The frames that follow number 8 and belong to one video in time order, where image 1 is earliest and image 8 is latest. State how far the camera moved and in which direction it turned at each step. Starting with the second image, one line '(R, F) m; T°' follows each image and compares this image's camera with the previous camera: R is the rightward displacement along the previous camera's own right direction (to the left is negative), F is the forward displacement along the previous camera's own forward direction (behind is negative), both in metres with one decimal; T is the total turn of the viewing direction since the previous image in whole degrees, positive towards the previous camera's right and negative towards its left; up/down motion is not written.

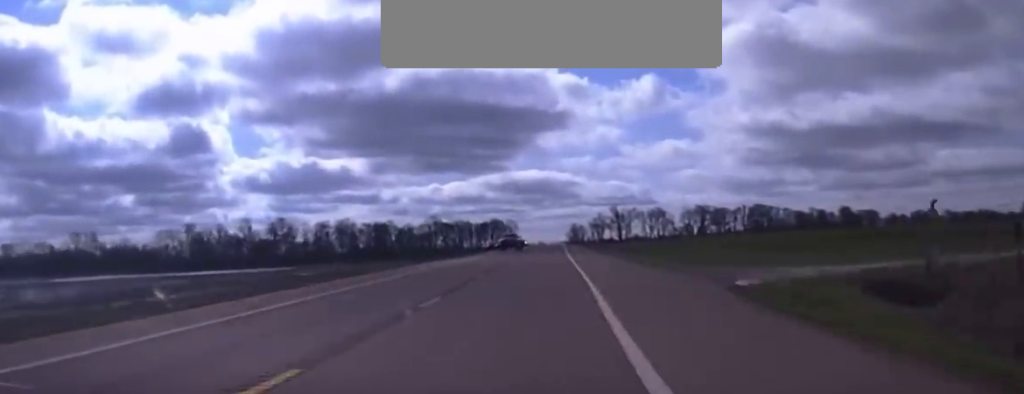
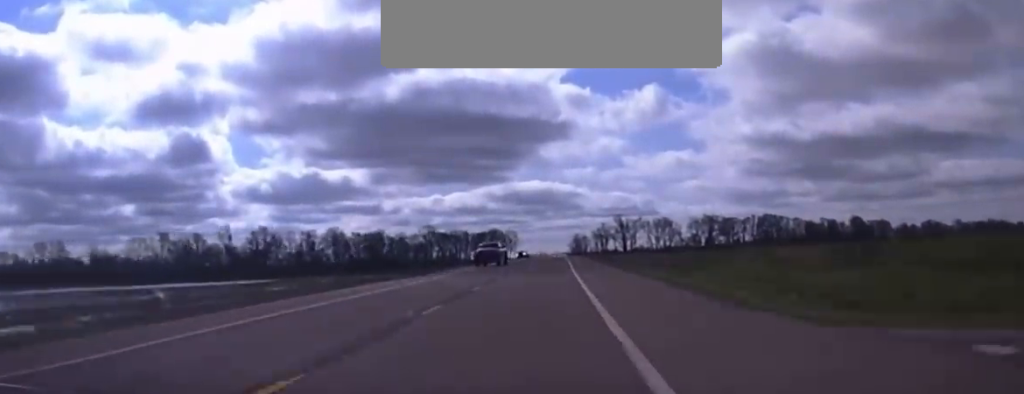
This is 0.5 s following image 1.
(0.0, +22.1) m; 0°
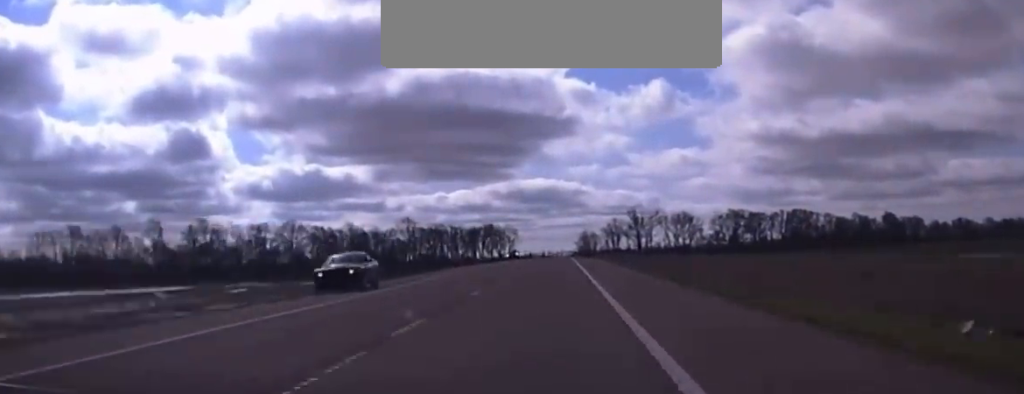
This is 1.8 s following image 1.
(+0.1, +69.3) m; 0°
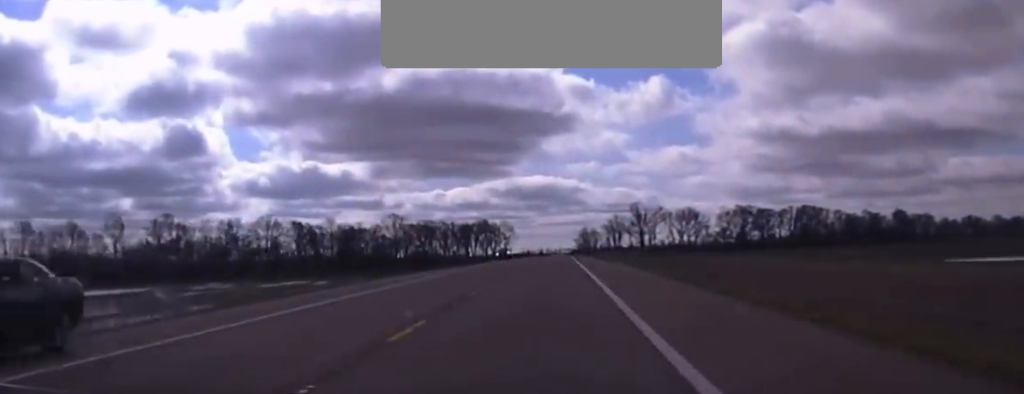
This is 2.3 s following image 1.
(-0.1, +26.3) m; 0°
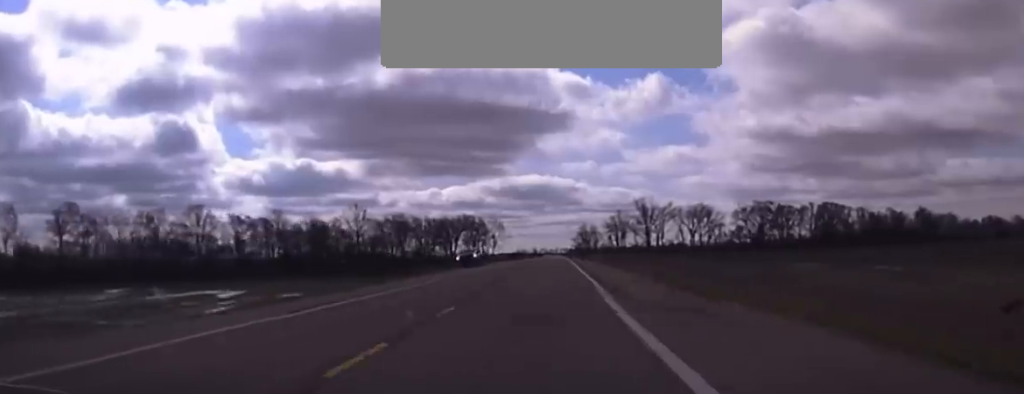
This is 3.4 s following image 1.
(-0.1, +53.5) m; 0°
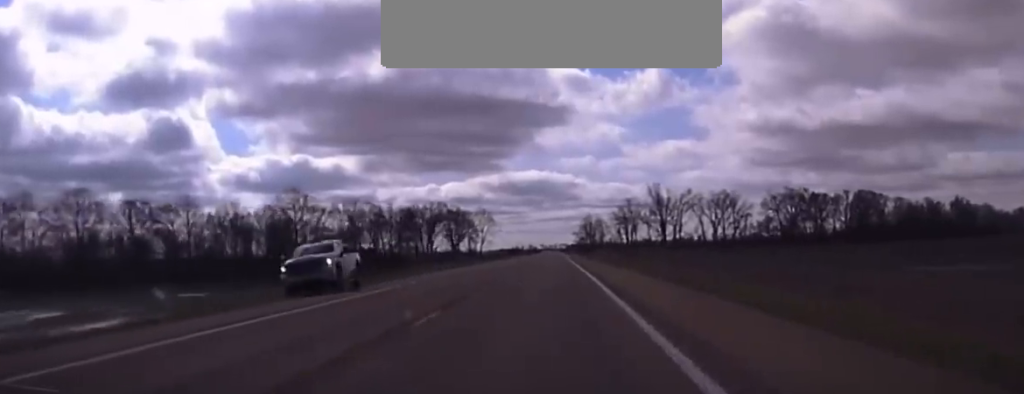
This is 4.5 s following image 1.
(0.0, +58.9) m; 0°
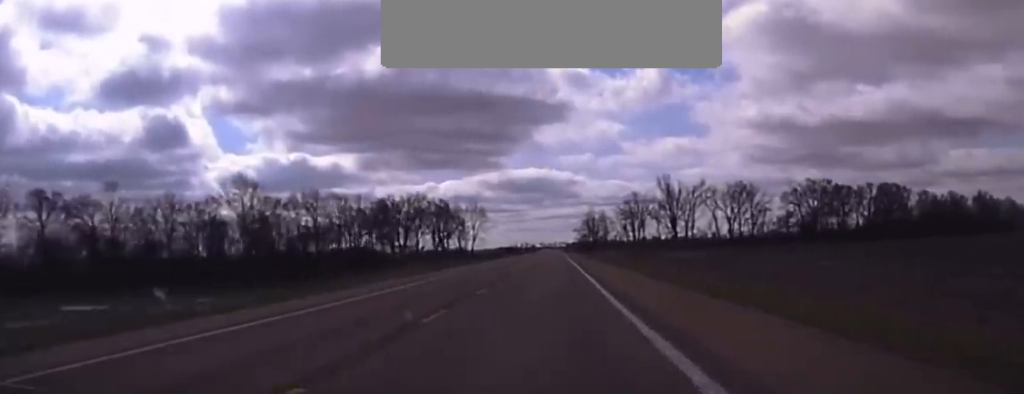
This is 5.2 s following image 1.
(+0.1, +31.2) m; 0°
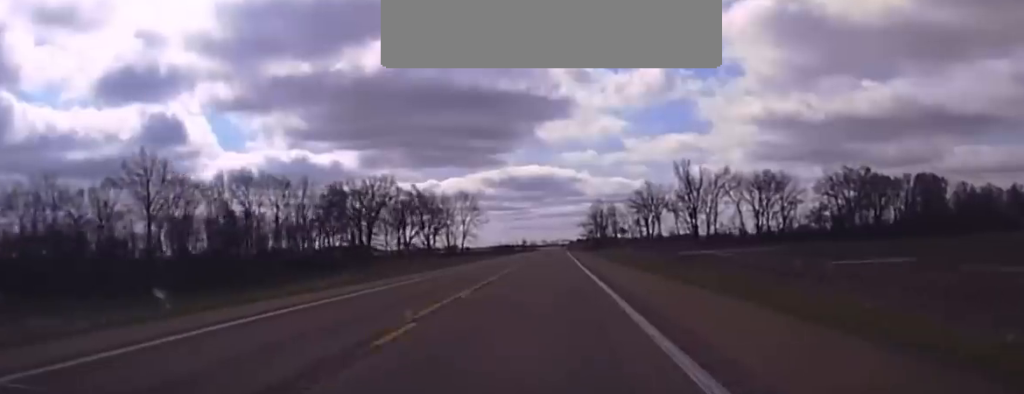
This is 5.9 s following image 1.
(+0.1, +36.9) m; 0°
